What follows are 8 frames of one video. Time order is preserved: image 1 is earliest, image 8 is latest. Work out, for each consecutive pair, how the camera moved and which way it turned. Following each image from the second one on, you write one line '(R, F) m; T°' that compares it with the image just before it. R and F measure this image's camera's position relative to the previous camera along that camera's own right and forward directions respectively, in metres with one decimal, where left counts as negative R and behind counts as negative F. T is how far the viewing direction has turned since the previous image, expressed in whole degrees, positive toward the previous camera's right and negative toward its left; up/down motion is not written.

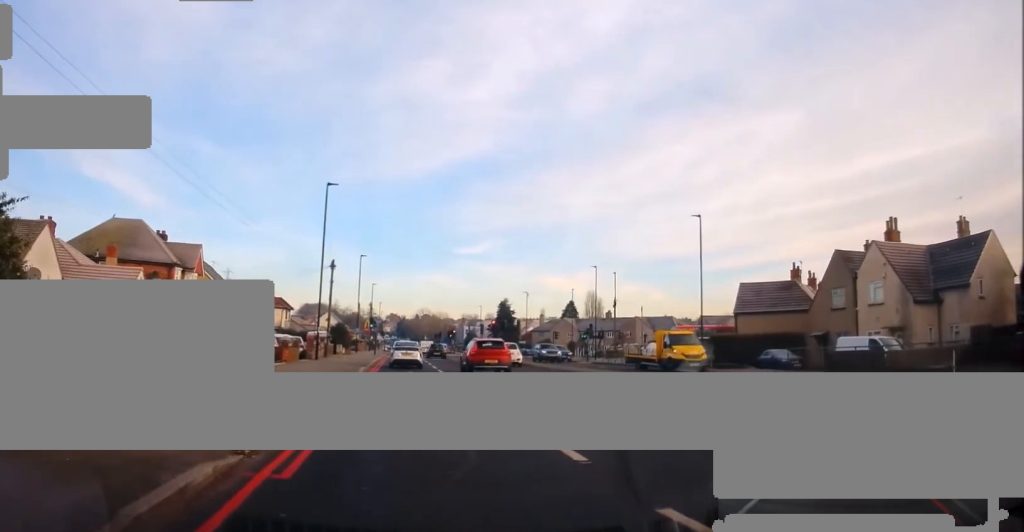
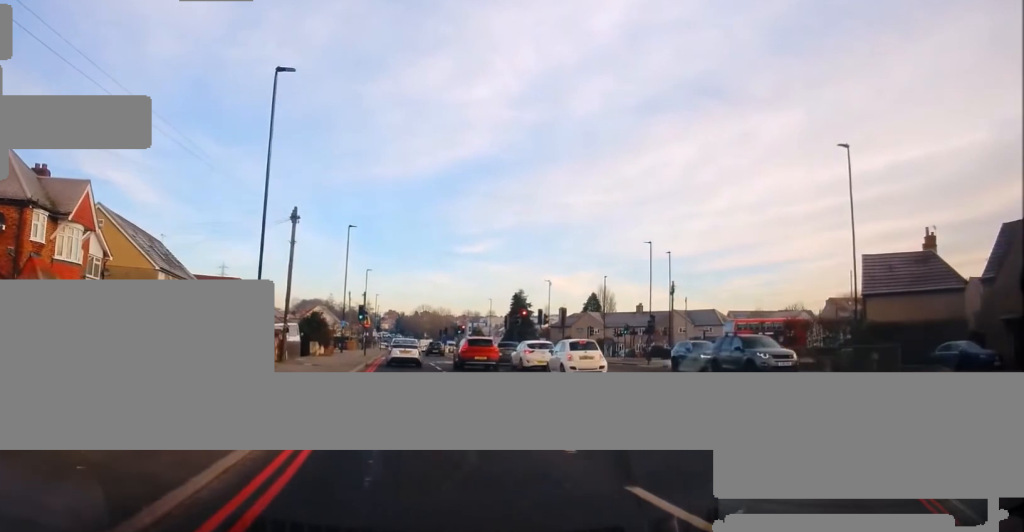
(0.0, +18.2) m; 0°
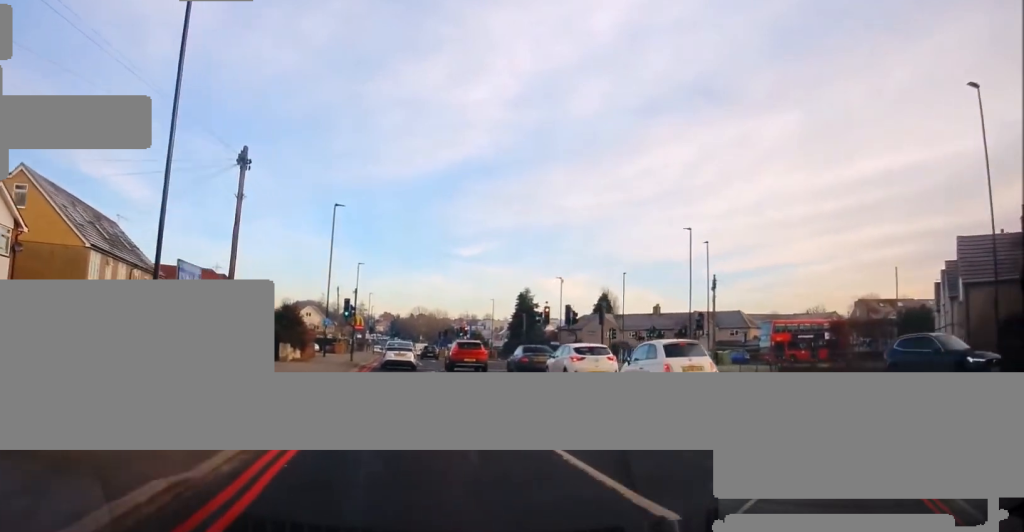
(0.0, +9.9) m; 0°
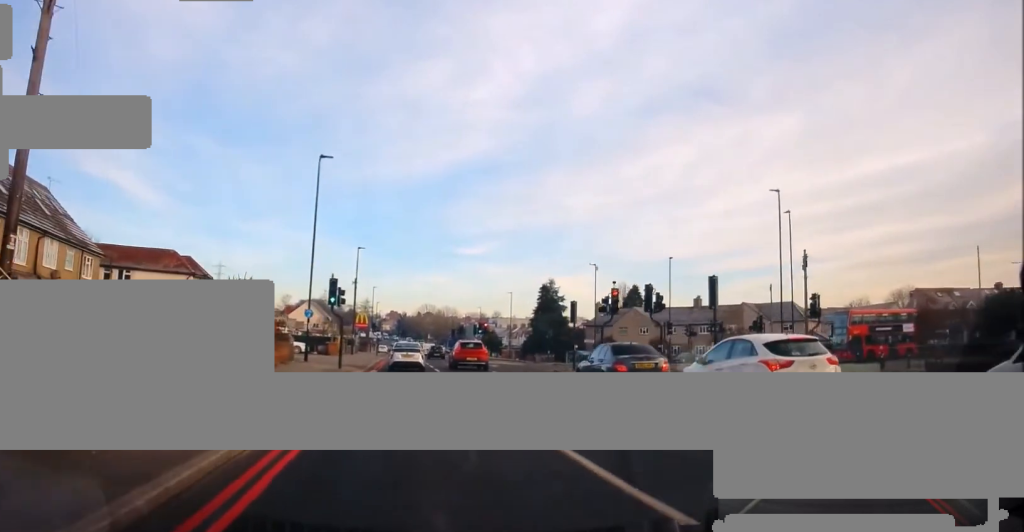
(0.0, +12.4) m; 0°
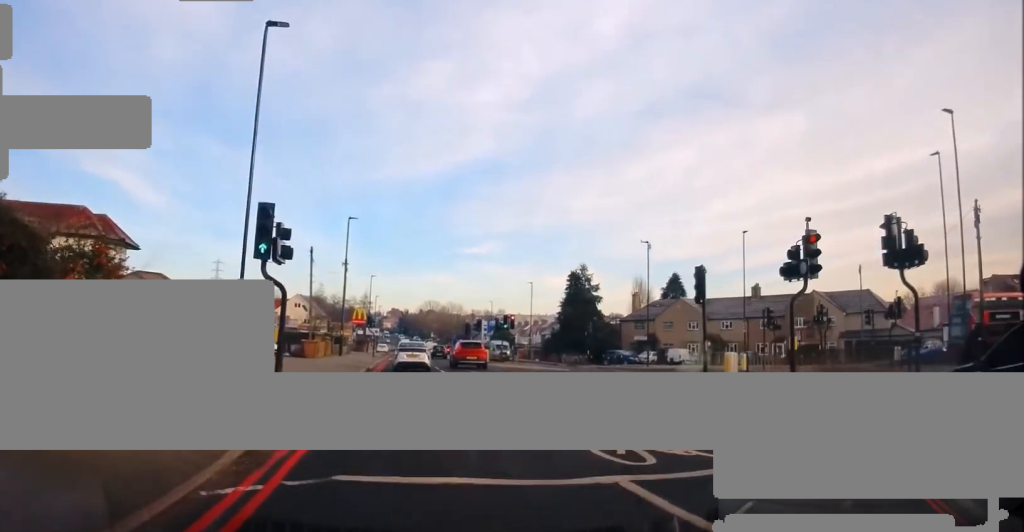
(+0.1, +15.6) m; 0°
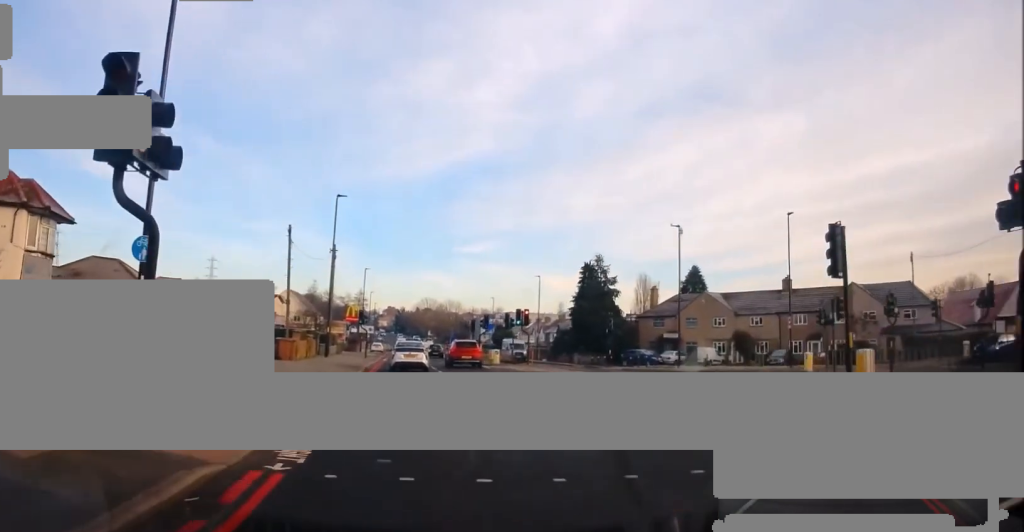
(0.0, +7.4) m; 0°
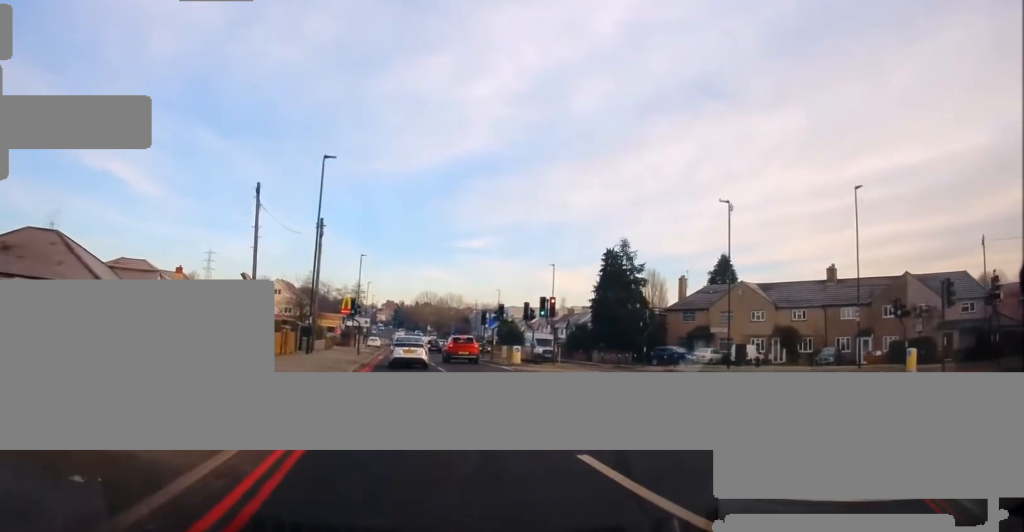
(-0.2, +8.5) m; 0°
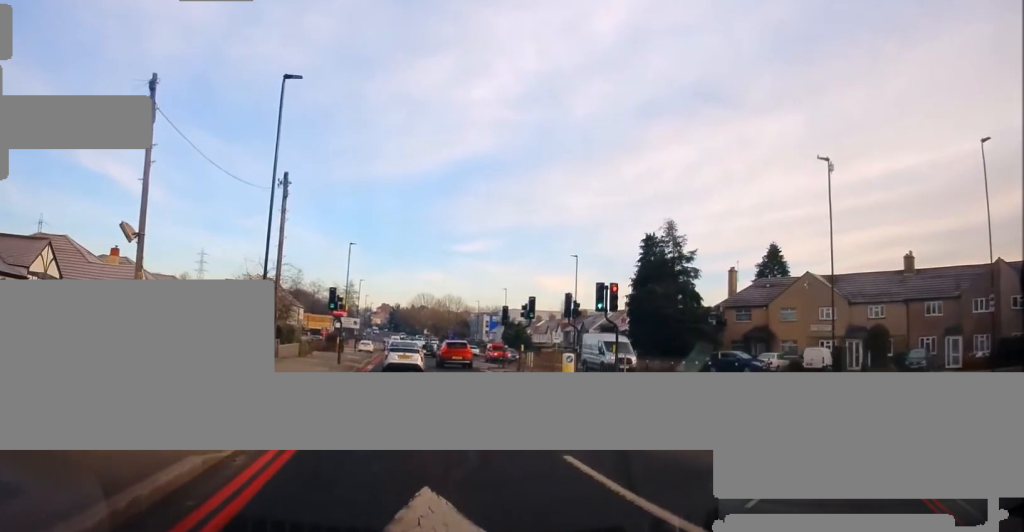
(+0.2, +12.1) m; +2°
